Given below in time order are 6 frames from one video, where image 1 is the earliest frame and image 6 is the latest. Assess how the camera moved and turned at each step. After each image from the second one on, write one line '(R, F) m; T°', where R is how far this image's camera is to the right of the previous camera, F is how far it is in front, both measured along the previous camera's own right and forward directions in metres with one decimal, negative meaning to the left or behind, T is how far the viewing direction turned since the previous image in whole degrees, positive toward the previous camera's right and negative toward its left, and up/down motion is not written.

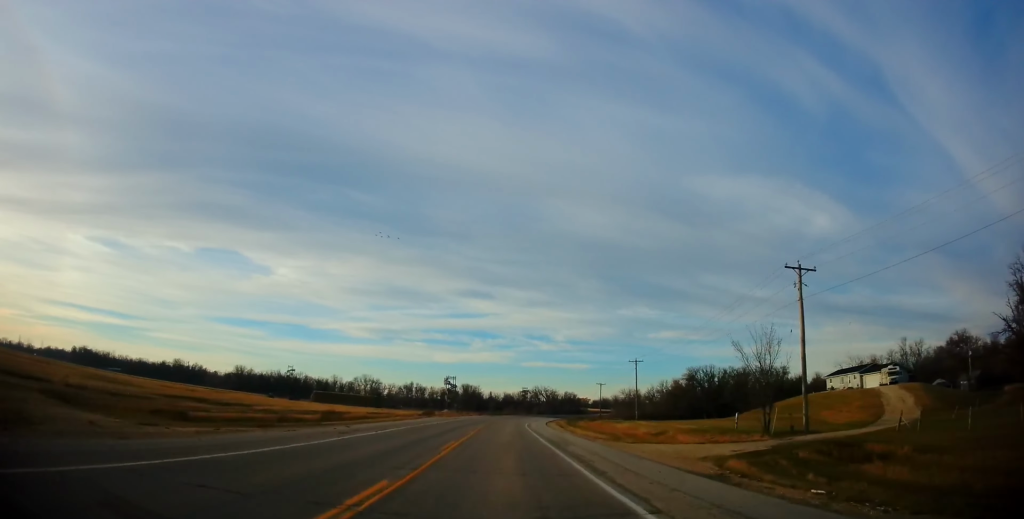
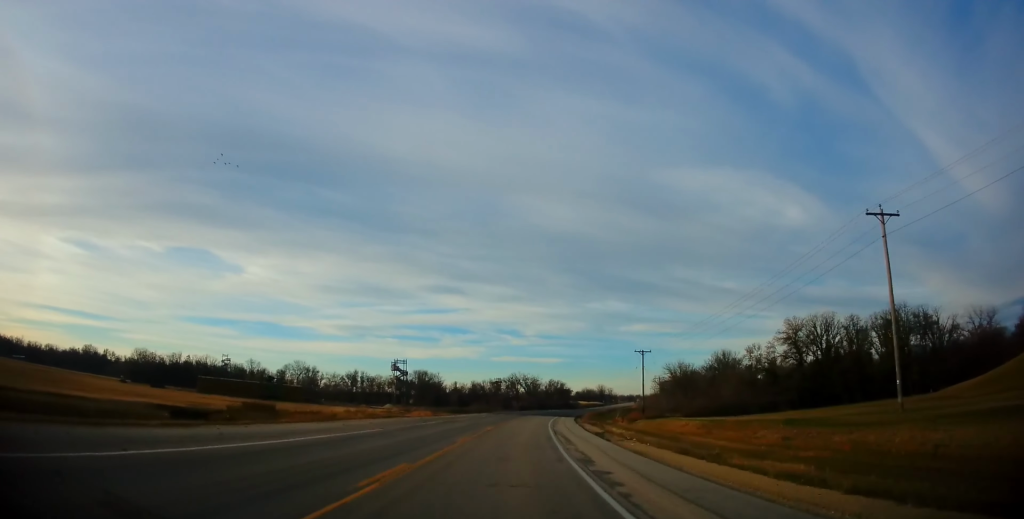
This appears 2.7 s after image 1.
(+1.7, +70.1) m; +4°
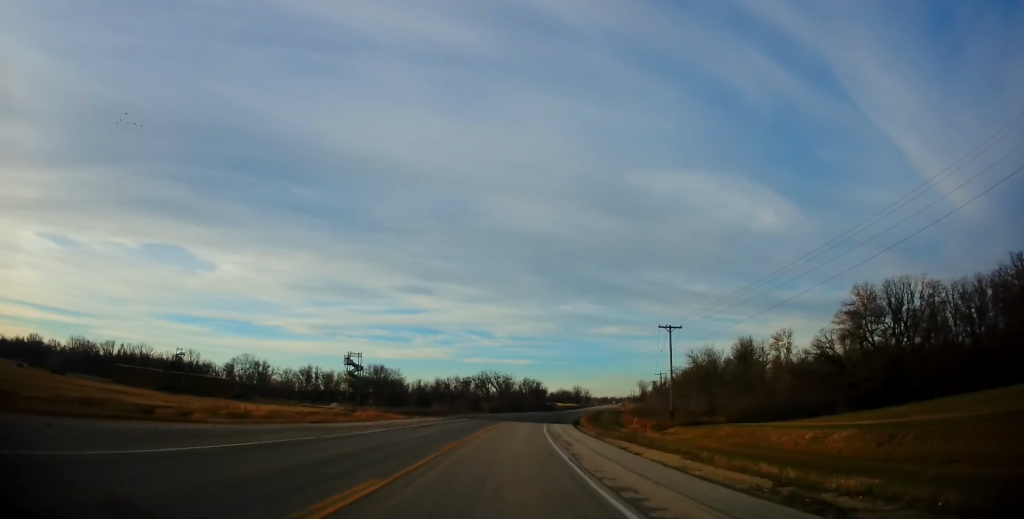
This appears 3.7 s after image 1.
(+0.6, +26.2) m; +4°
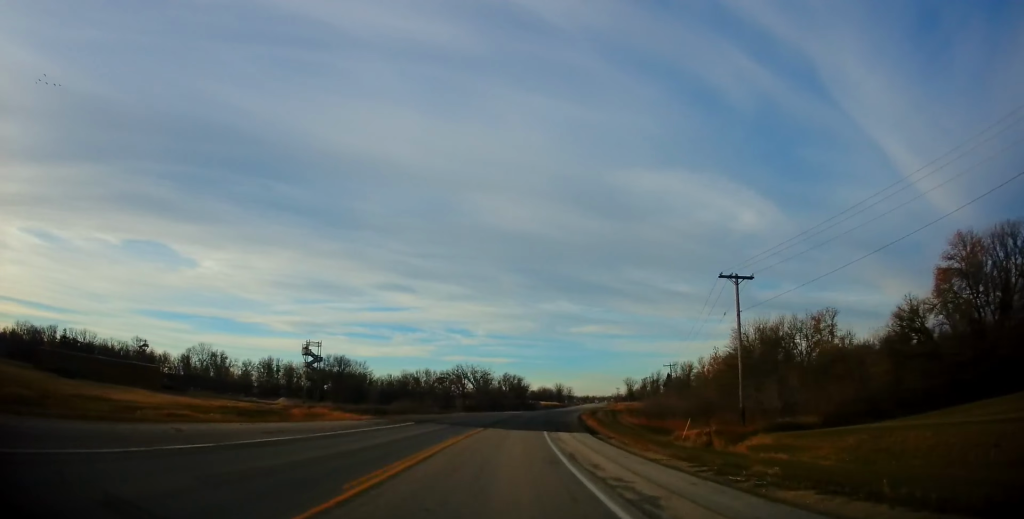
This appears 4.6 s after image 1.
(+0.7, +21.3) m; +2°
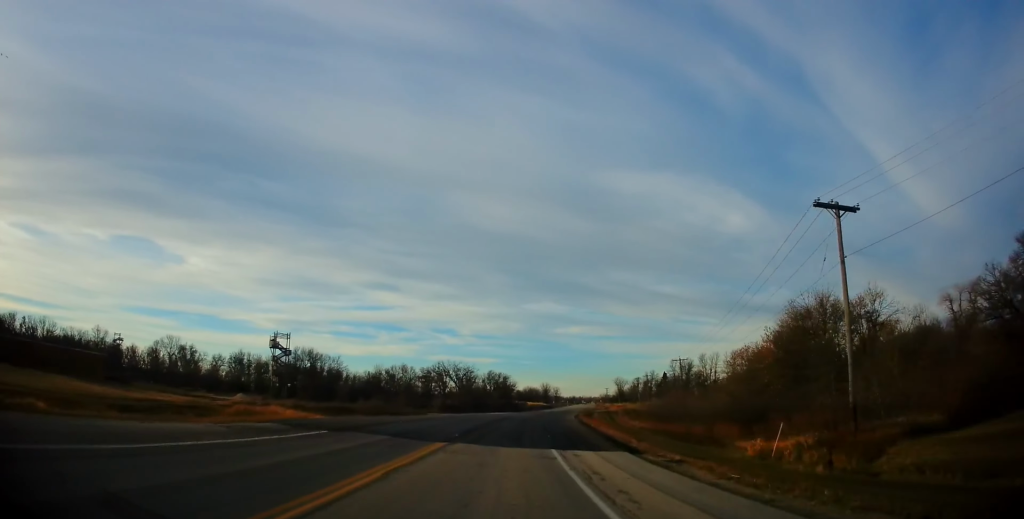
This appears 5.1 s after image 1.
(+0.1, +13.6) m; +1°
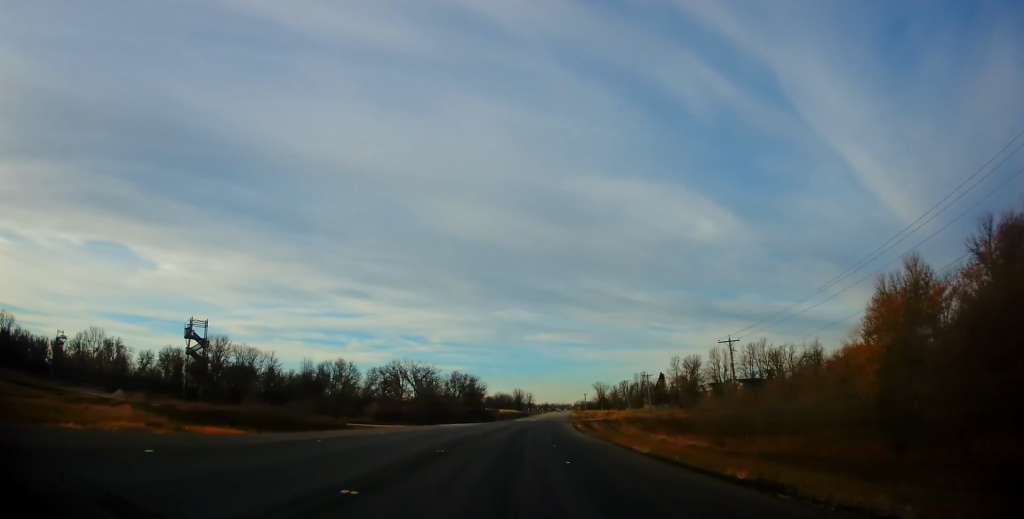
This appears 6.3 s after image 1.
(+0.3, +29.4) m; +2°
